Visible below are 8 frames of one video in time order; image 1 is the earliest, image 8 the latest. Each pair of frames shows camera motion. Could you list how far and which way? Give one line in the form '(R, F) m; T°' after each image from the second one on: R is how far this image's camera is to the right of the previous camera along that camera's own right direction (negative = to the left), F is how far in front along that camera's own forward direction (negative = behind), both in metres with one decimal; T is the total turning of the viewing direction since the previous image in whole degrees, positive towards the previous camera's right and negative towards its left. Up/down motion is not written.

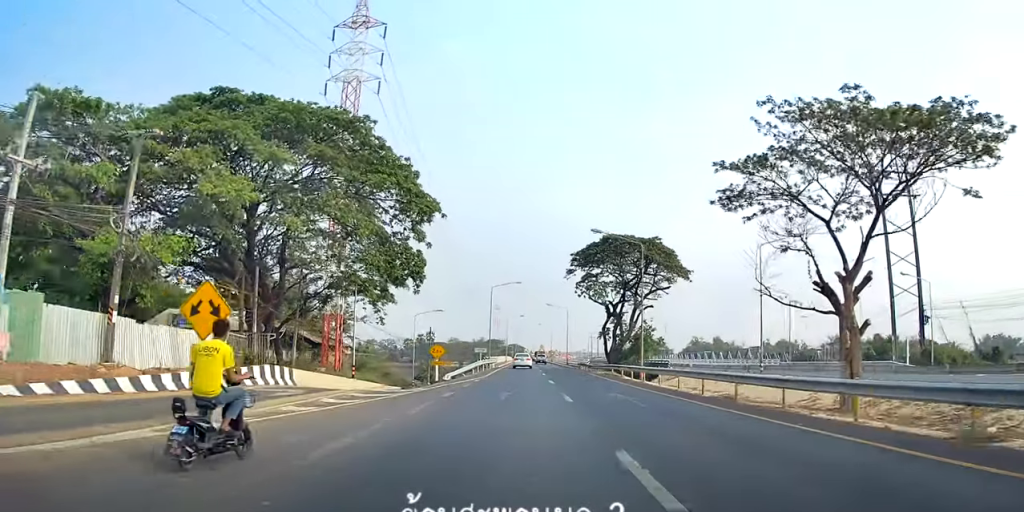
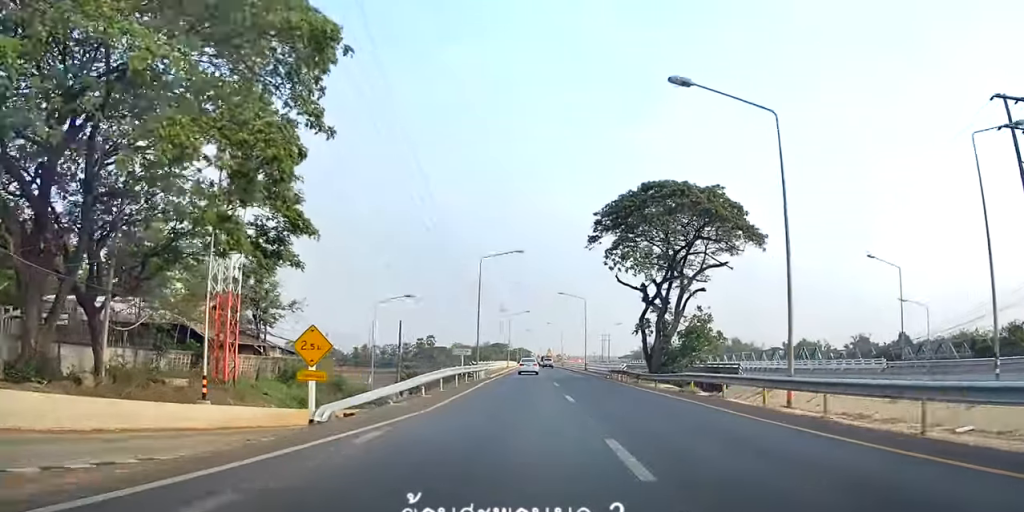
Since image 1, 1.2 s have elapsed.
(-0.9, +22.8) m; -2°
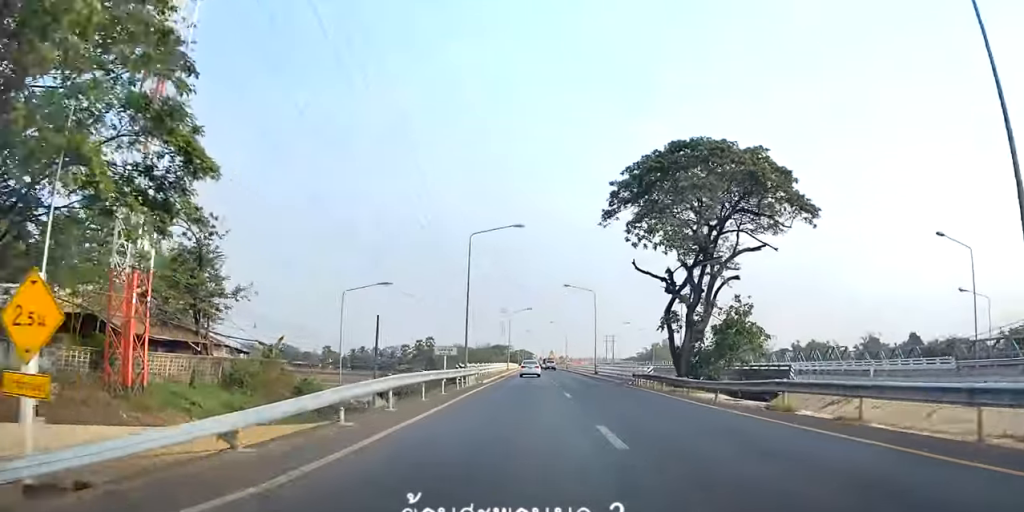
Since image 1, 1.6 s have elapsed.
(0.0, +9.1) m; 0°
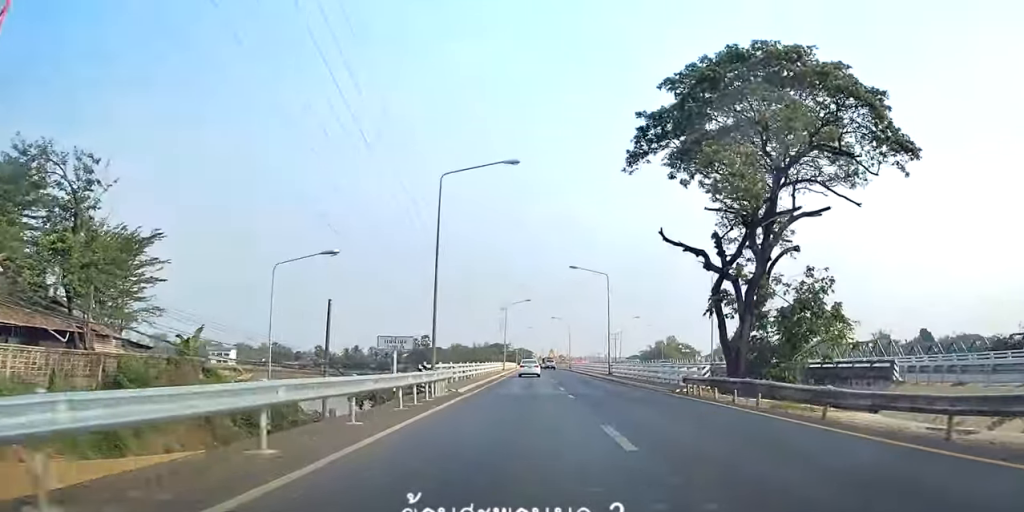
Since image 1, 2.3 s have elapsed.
(0.0, +12.6) m; 0°
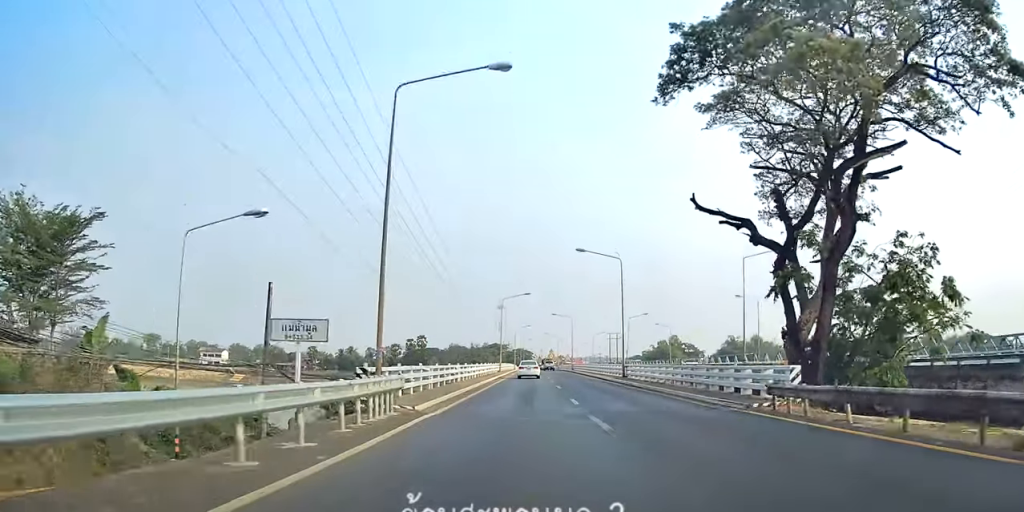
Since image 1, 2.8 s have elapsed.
(0.0, +9.0) m; 0°
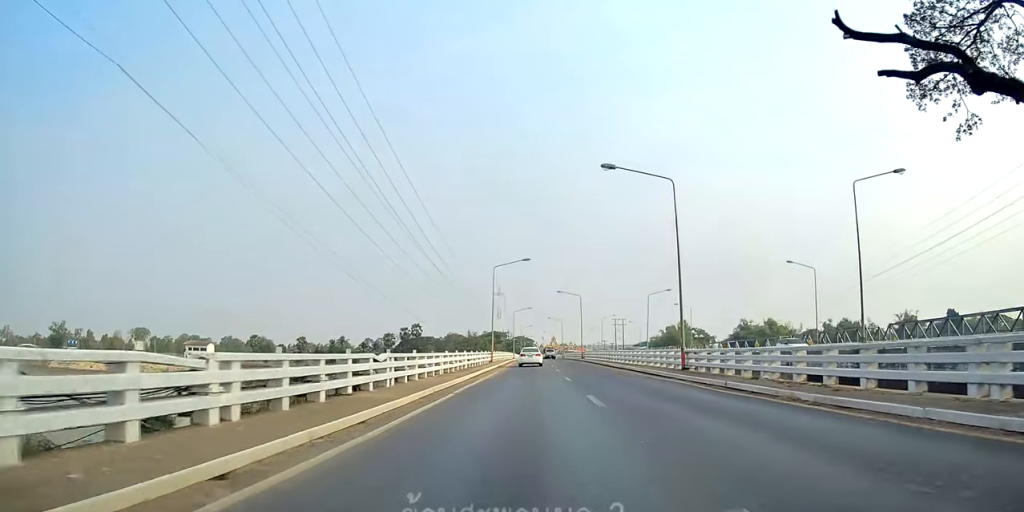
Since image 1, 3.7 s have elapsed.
(0.0, +17.9) m; 0°
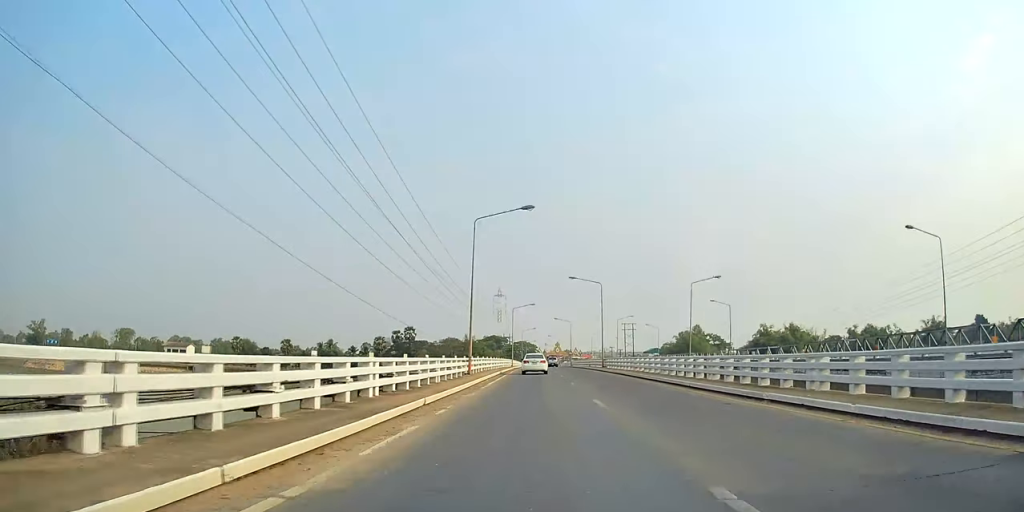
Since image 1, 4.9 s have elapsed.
(0.0, +23.6) m; 0°
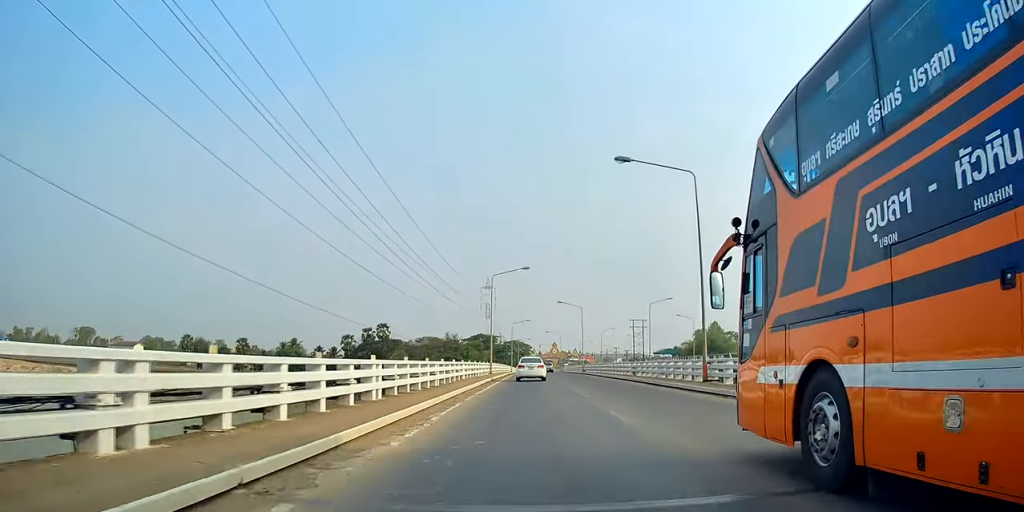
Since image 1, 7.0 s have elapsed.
(0.0, +39.9) m; 0°
